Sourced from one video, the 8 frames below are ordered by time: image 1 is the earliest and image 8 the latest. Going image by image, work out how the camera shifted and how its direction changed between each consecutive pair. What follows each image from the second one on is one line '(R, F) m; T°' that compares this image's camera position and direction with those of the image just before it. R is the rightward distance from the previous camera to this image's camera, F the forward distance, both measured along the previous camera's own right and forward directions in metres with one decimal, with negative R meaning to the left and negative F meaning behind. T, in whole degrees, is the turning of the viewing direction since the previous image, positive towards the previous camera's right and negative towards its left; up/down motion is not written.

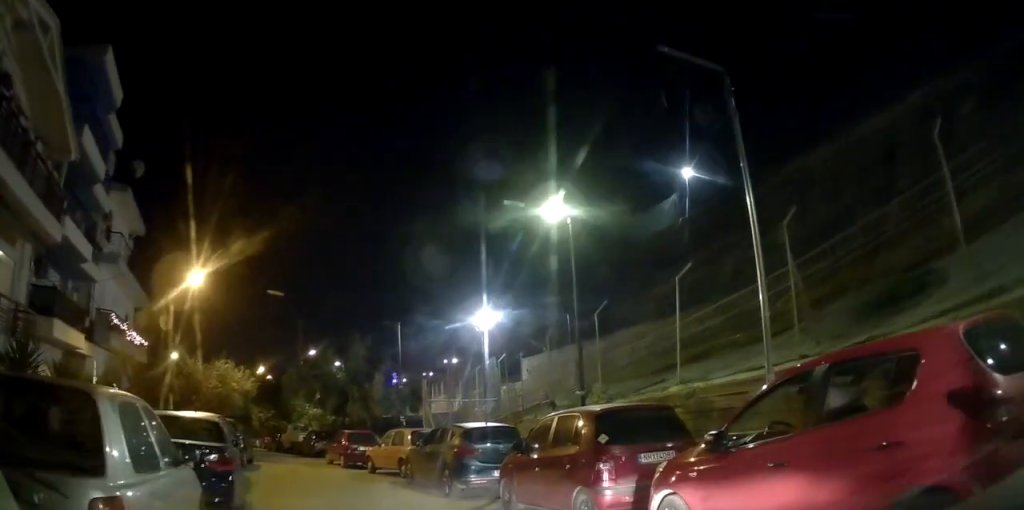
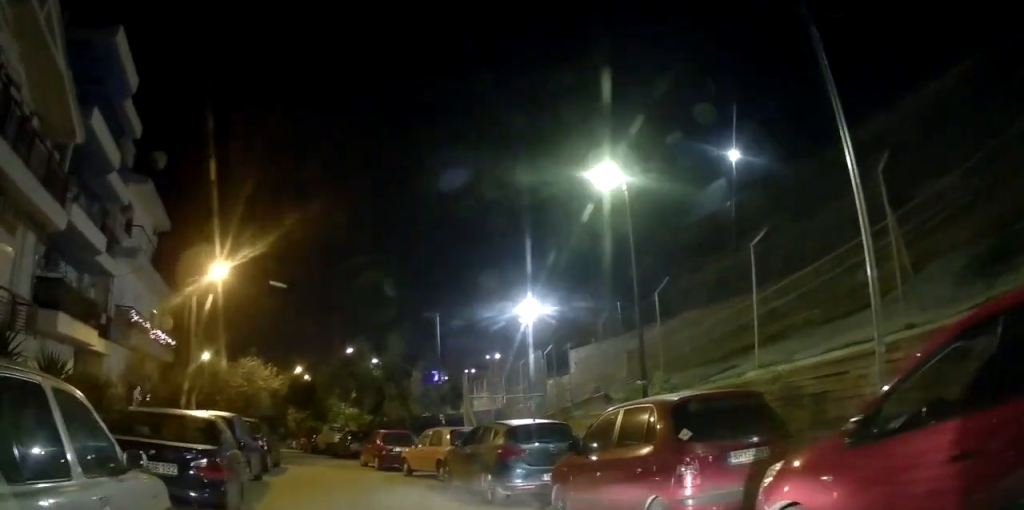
(-0.1, +1.3) m; -1°
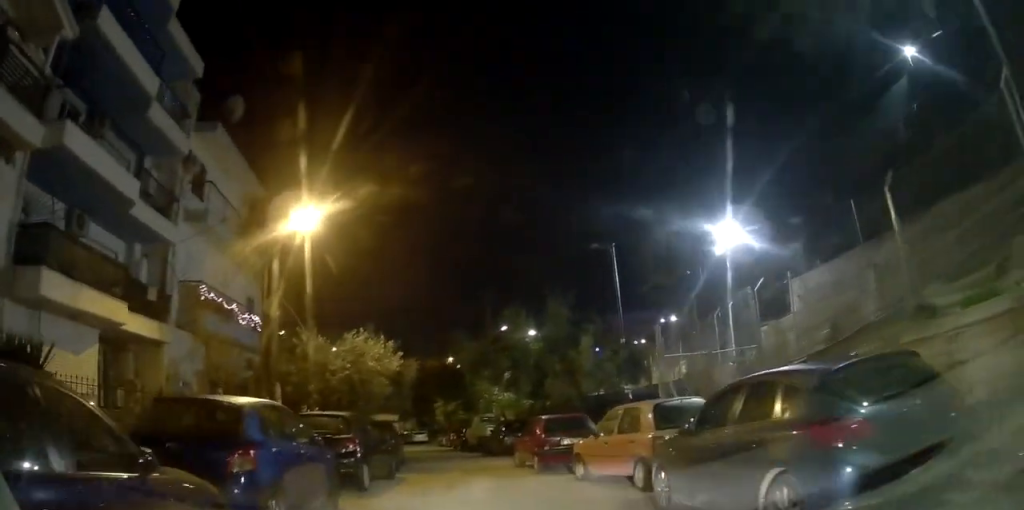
(+0.1, +5.7) m; -4°
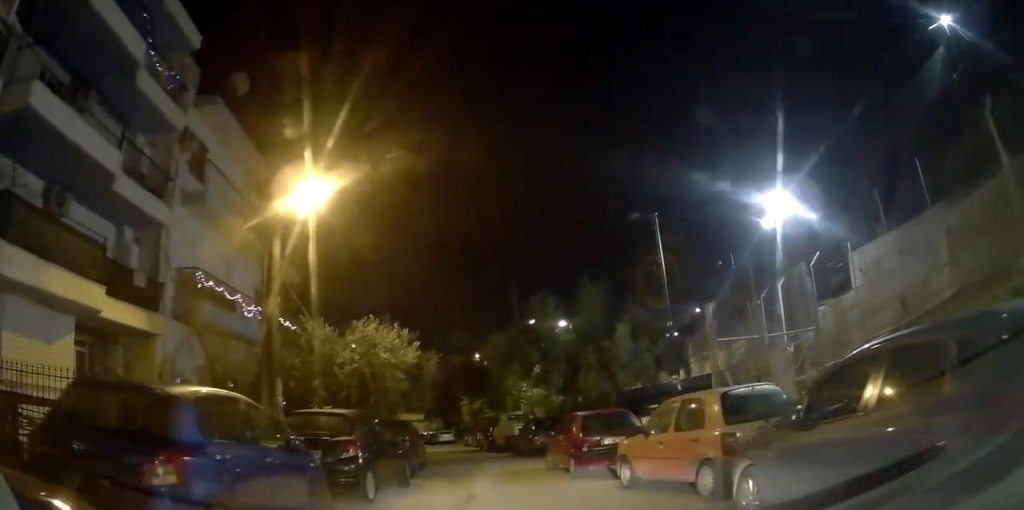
(-0.2, +1.9) m; -2°
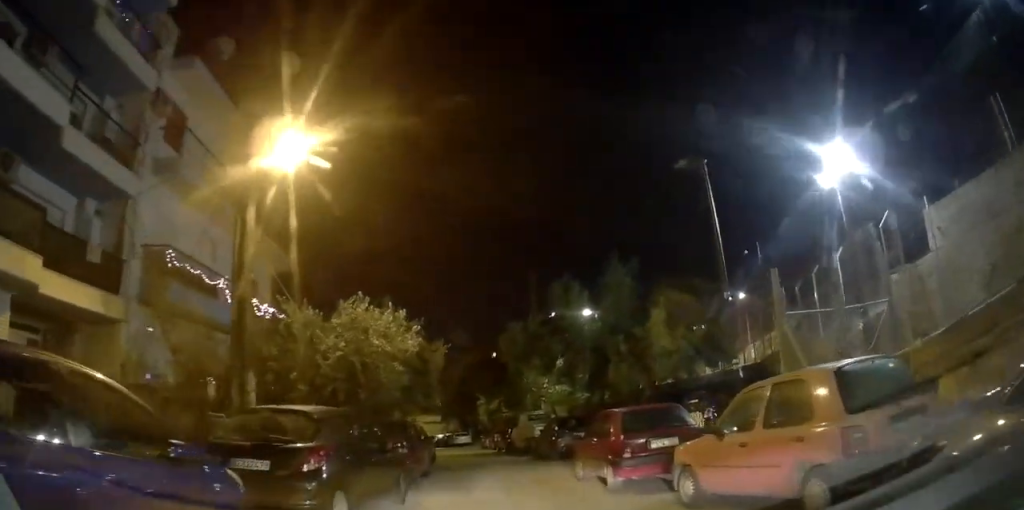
(-0.2, +2.5) m; -2°
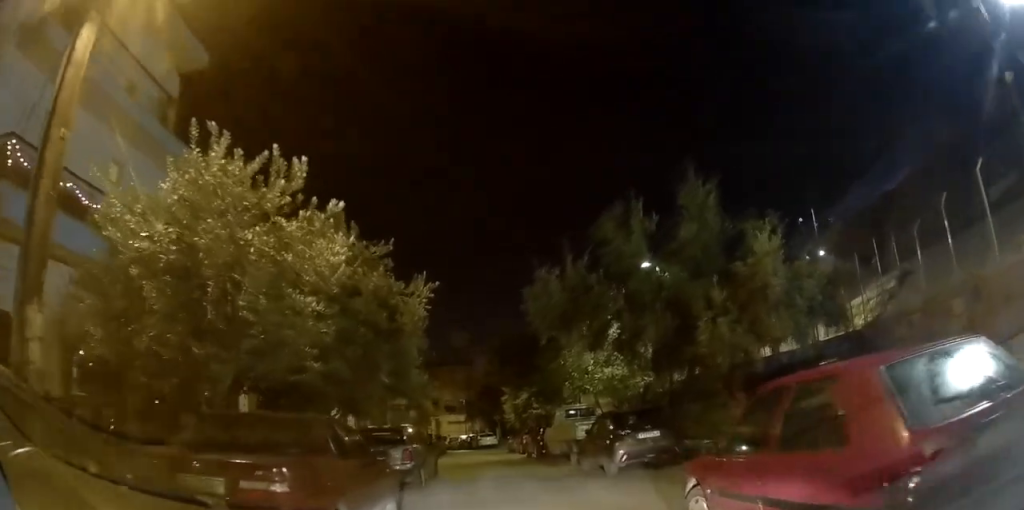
(+1.3, +6.2) m; +22°
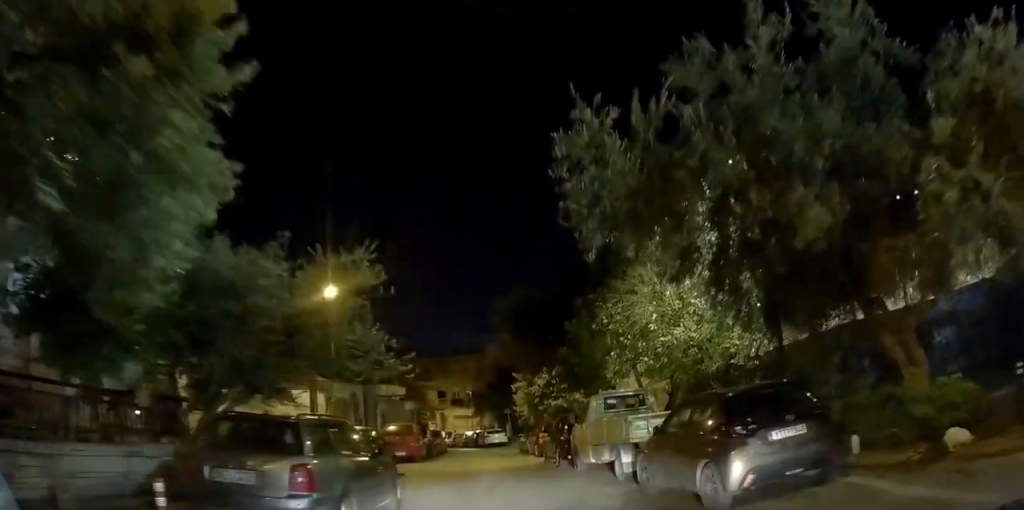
(0.0, +6.4) m; -17°
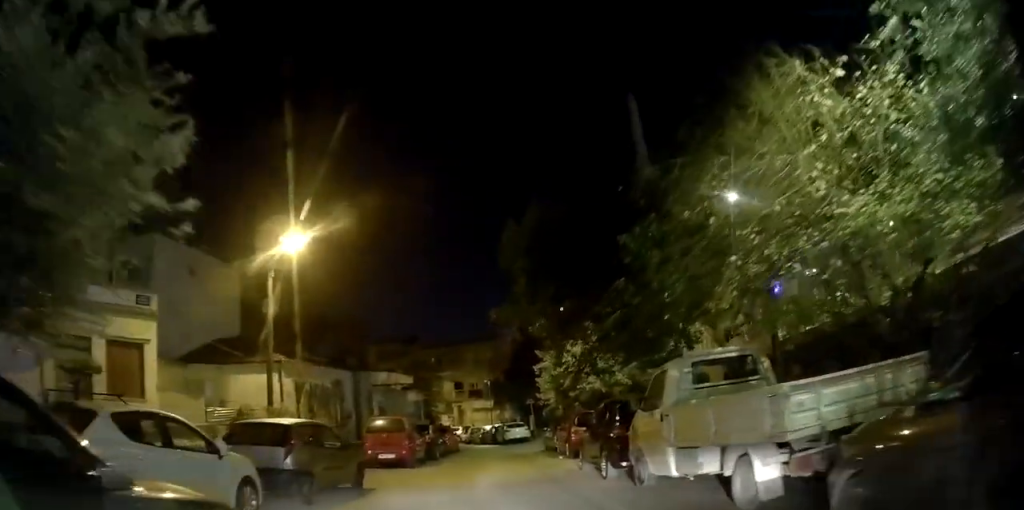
(-0.9, +5.4) m; -12°
